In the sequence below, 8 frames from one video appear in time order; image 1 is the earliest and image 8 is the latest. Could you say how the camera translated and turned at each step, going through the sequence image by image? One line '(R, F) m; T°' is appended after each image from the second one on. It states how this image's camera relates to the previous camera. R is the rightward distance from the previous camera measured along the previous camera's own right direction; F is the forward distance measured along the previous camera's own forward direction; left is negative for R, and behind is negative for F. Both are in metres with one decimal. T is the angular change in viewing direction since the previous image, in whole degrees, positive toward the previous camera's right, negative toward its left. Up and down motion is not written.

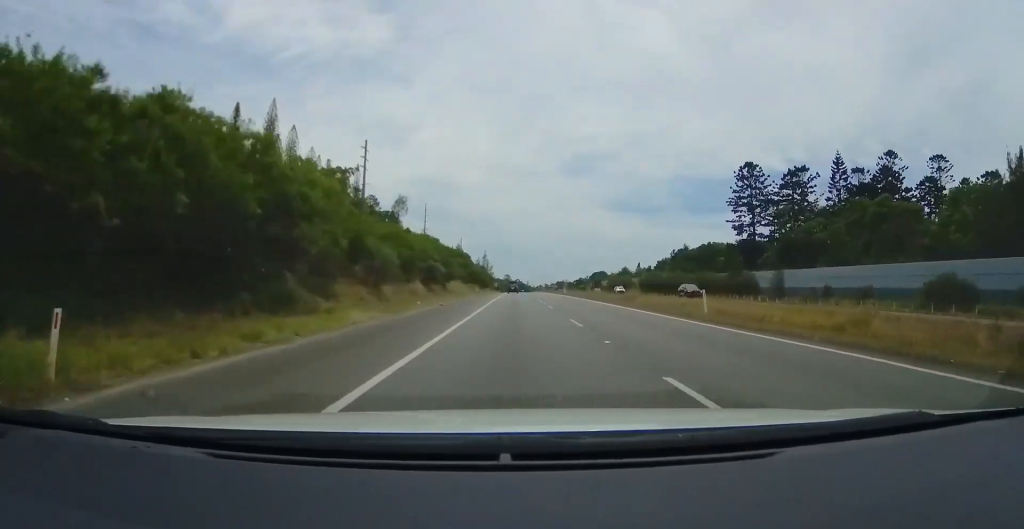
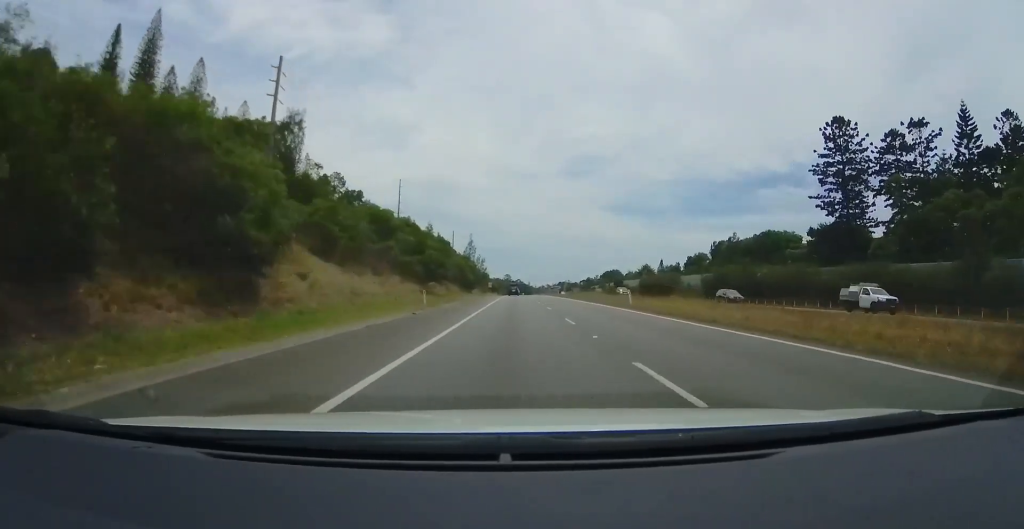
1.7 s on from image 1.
(+0.6, +46.0) m; +1°
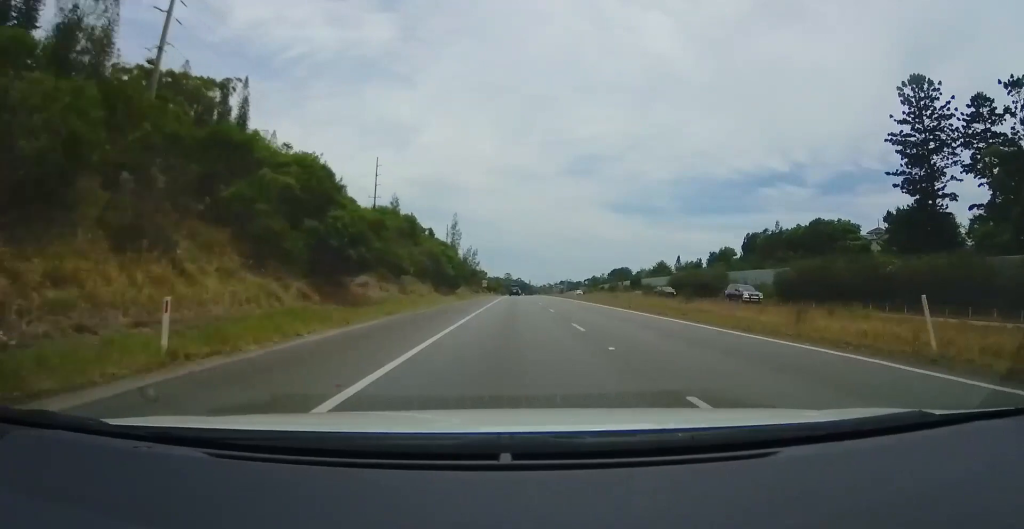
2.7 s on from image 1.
(0.0, +26.4) m; +1°
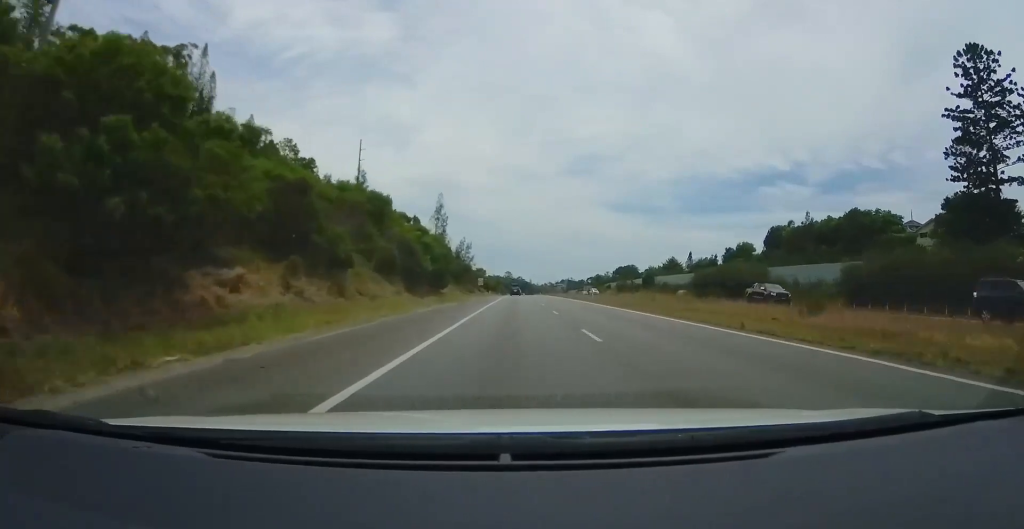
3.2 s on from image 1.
(0.0, +15.6) m; 0°
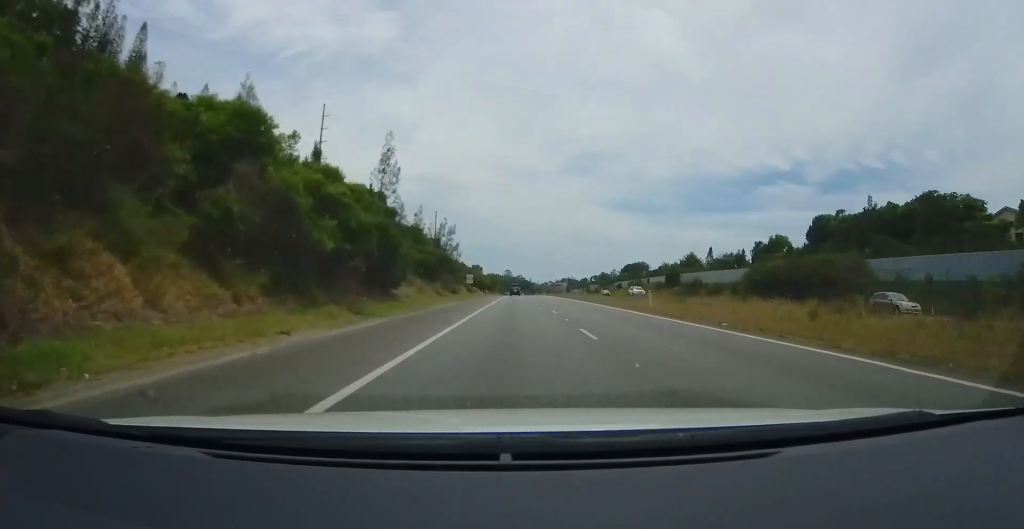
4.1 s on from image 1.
(+0.3, +23.6) m; 0°
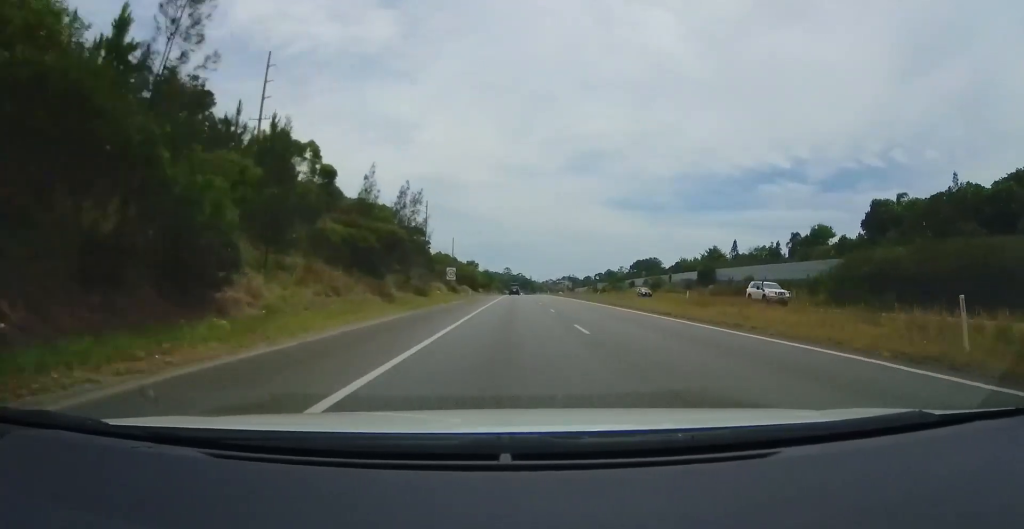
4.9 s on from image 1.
(-0.3, +22.8) m; -1°
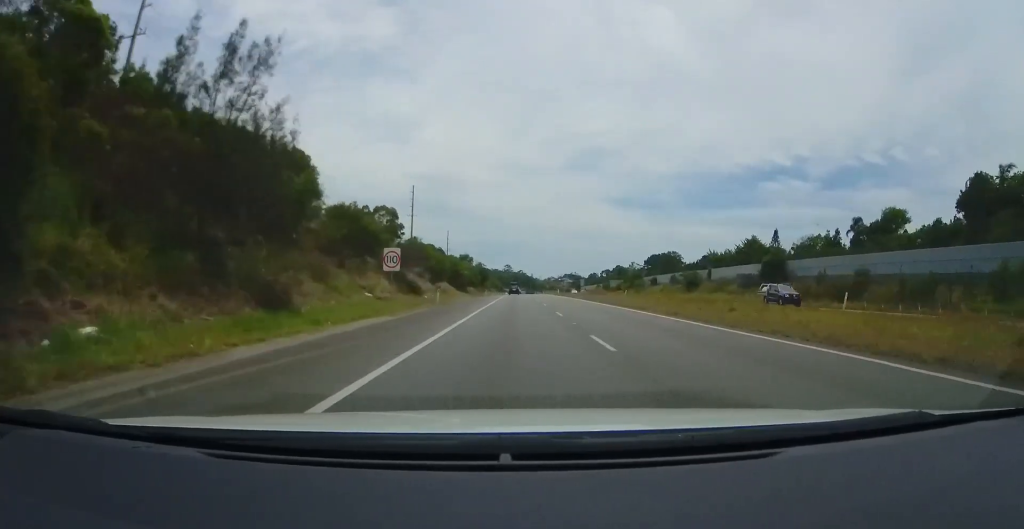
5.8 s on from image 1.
(0.0, +27.6) m; -1°
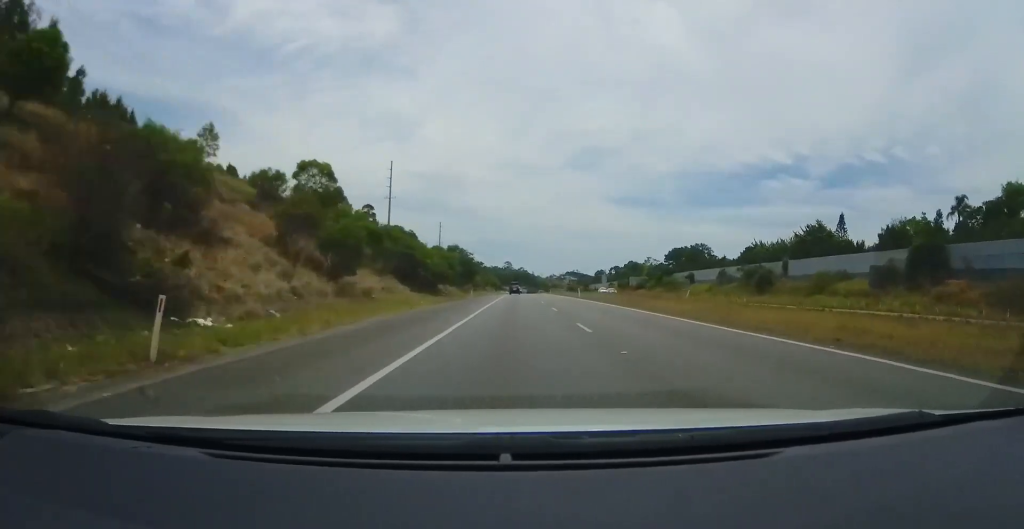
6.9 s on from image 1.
(-0.3, +31.4) m; -1°
